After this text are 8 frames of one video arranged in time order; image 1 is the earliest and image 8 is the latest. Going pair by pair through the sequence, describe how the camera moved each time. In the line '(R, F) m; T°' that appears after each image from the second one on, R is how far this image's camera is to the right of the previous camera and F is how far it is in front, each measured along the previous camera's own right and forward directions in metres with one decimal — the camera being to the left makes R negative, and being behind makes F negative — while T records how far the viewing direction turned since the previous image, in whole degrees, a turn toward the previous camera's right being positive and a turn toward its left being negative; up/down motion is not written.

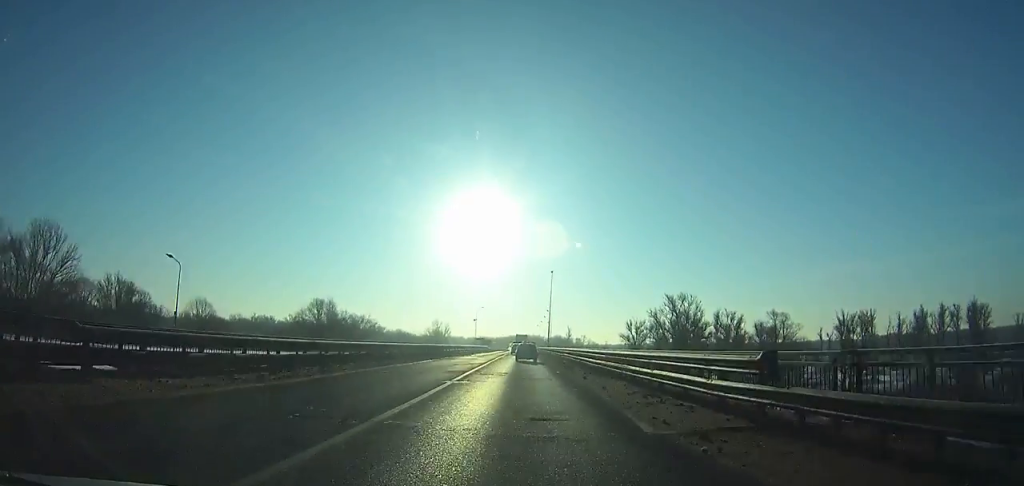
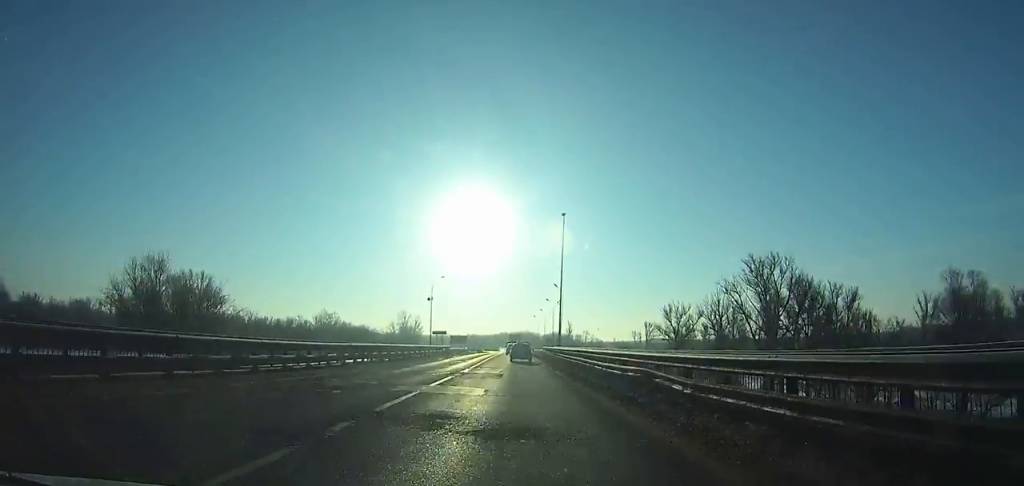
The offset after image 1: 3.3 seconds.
(+0.3, +62.5) m; 0°
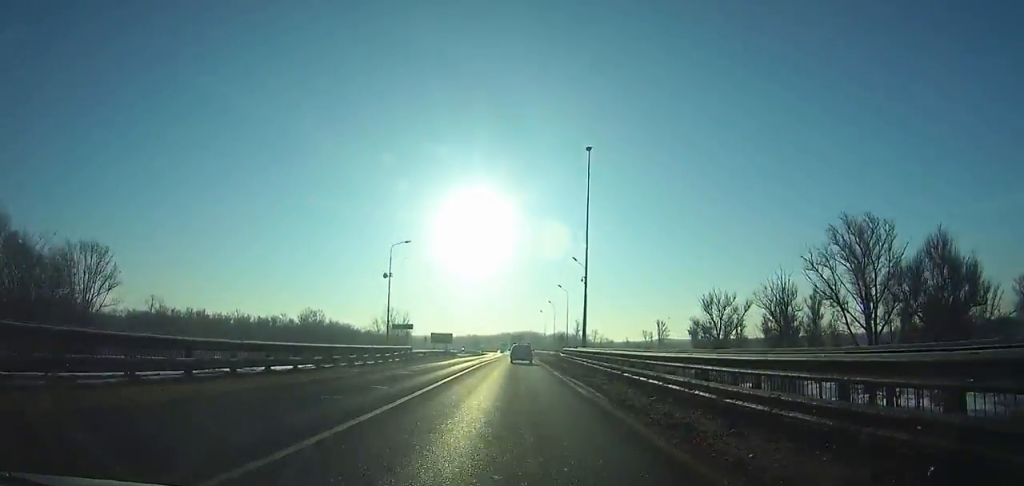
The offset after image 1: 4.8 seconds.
(+0.1, +28.3) m; 0°
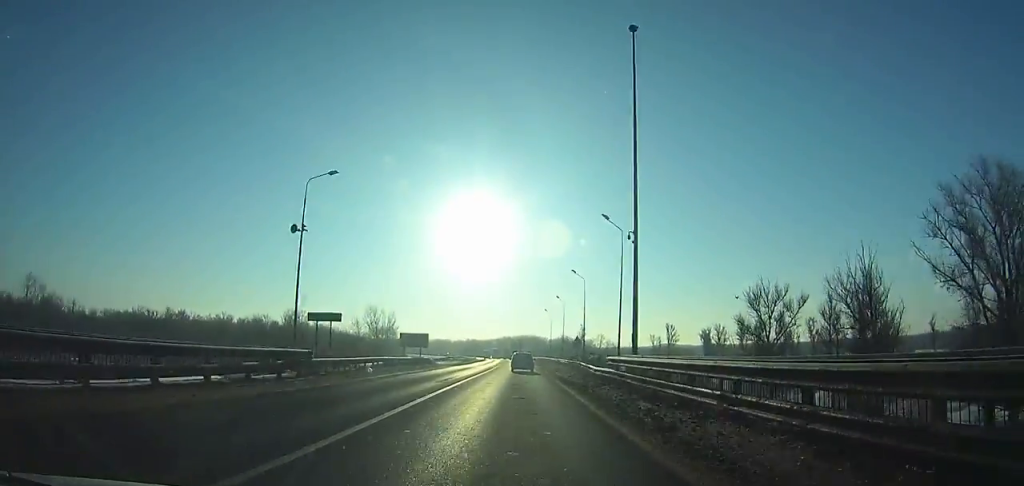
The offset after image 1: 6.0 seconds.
(0.0, +22.7) m; 0°
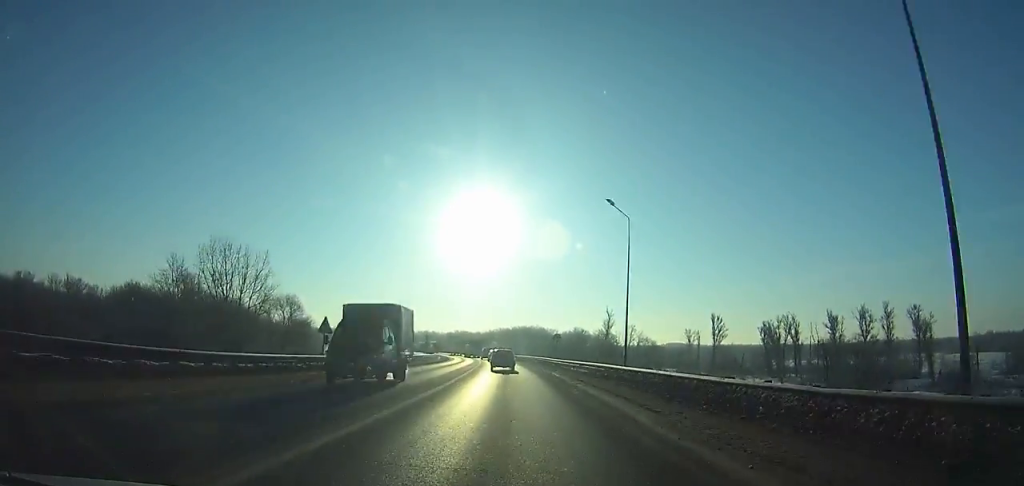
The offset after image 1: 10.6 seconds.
(-0.9, +87.3) m; -2°
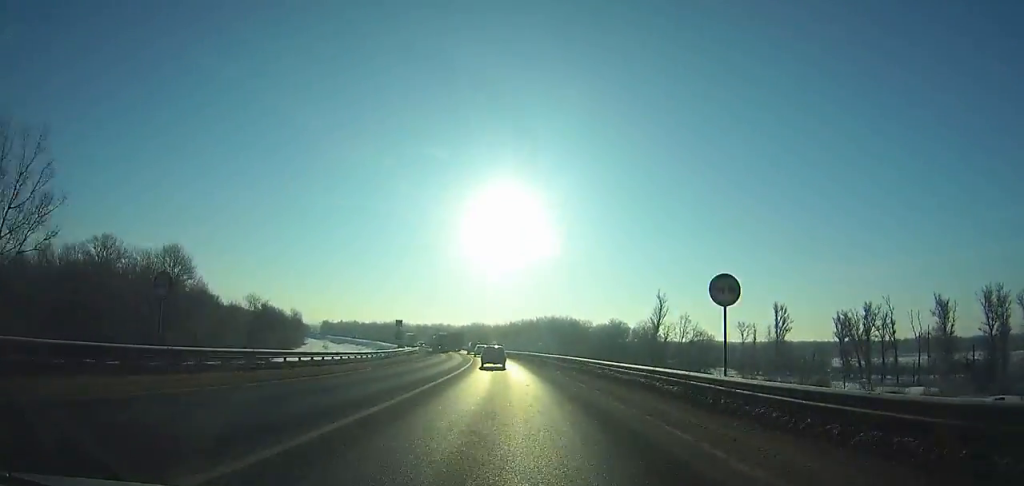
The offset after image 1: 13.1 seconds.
(-1.0, +47.5) m; -3°
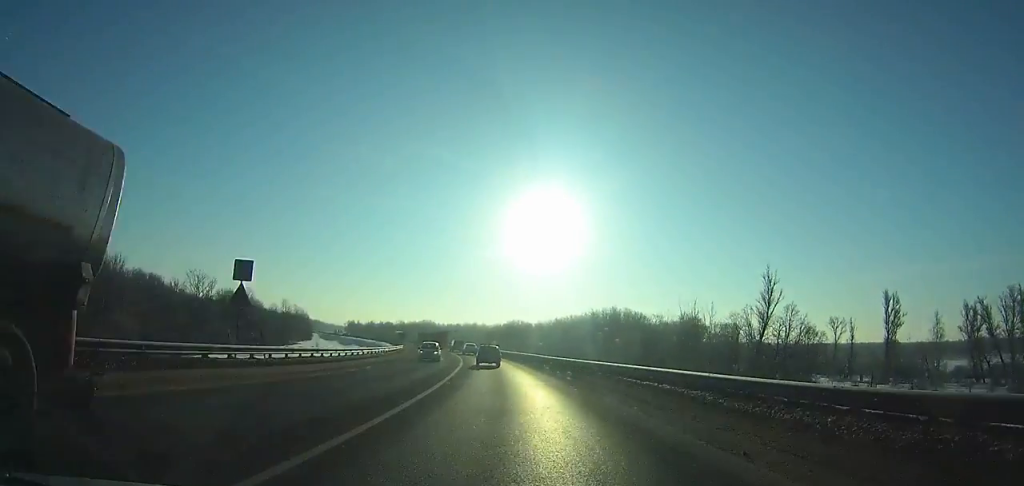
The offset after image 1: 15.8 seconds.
(-1.8, +51.2) m; -5°
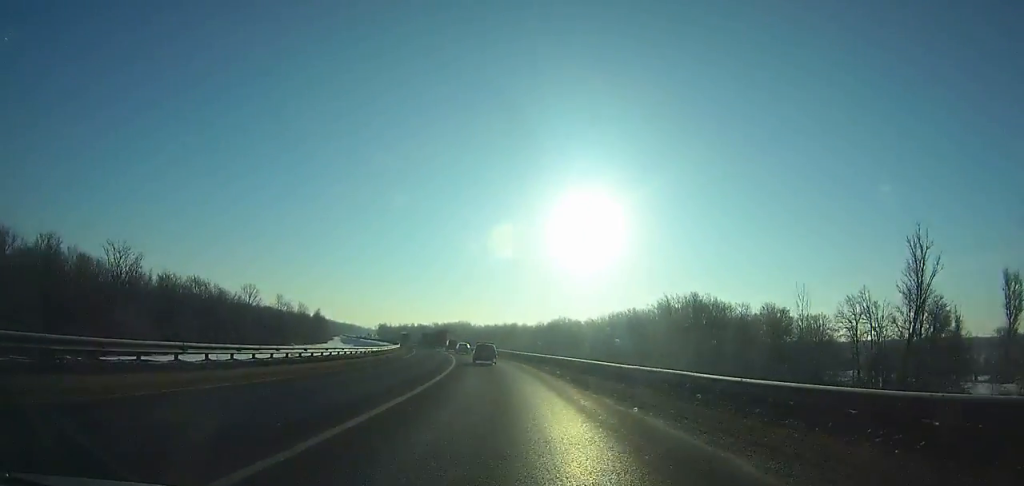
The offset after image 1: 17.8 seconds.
(-0.8, +38.0) m; -4°
